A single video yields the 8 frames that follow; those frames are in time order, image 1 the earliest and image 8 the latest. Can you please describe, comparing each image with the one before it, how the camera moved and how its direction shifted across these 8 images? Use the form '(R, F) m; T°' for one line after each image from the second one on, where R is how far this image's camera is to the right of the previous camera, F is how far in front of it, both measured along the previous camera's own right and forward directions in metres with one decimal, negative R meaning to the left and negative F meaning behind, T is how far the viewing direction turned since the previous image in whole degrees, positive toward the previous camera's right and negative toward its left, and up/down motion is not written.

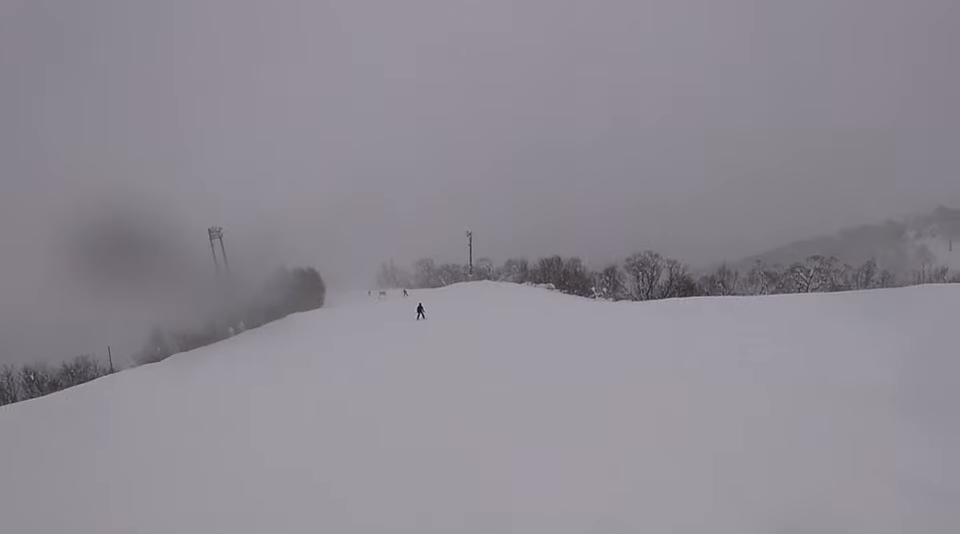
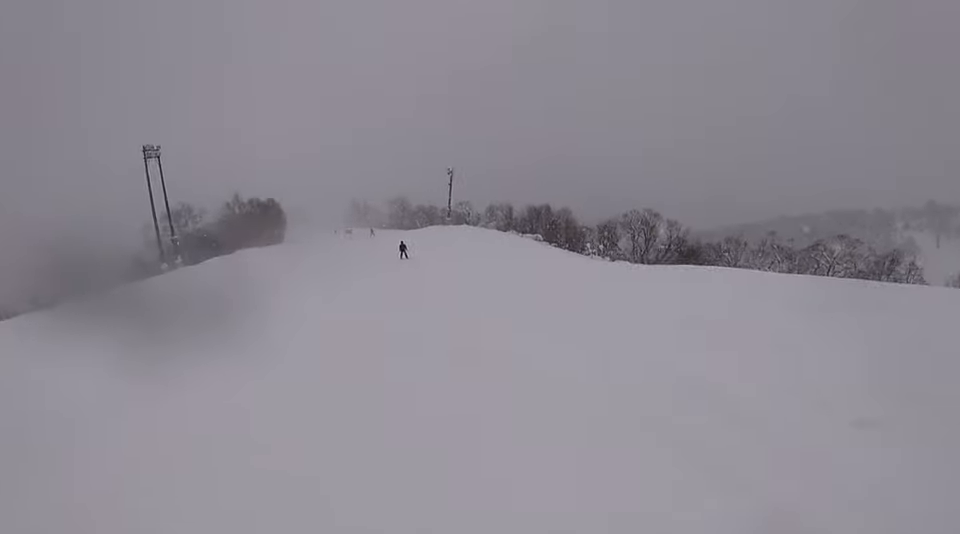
(+0.4, +8.0) m; -2°
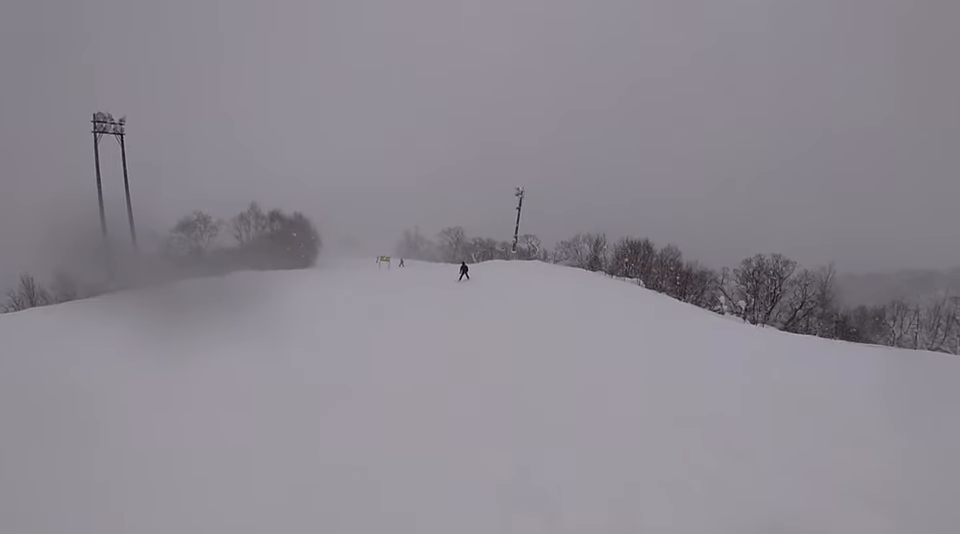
(-1.3, +17.5) m; -2°
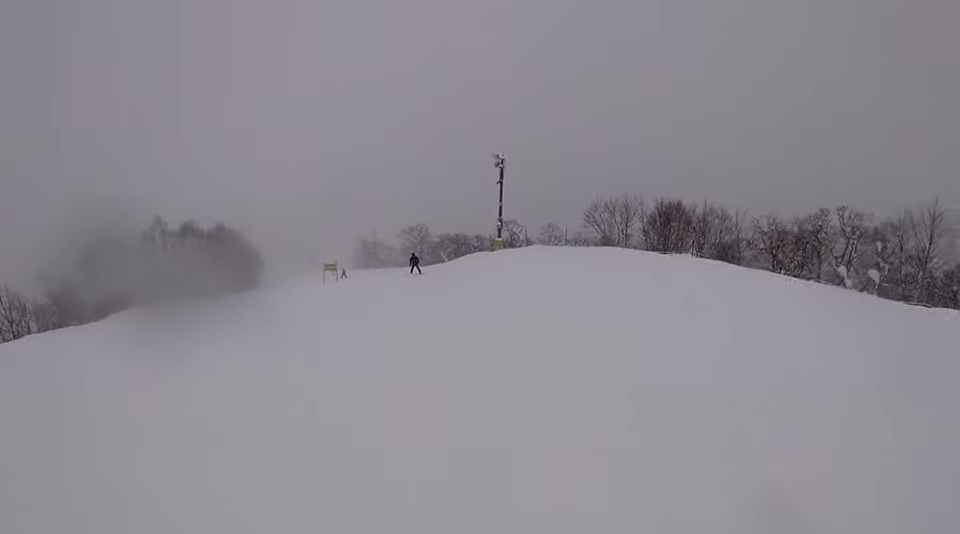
(+1.4, +14.3) m; +4°
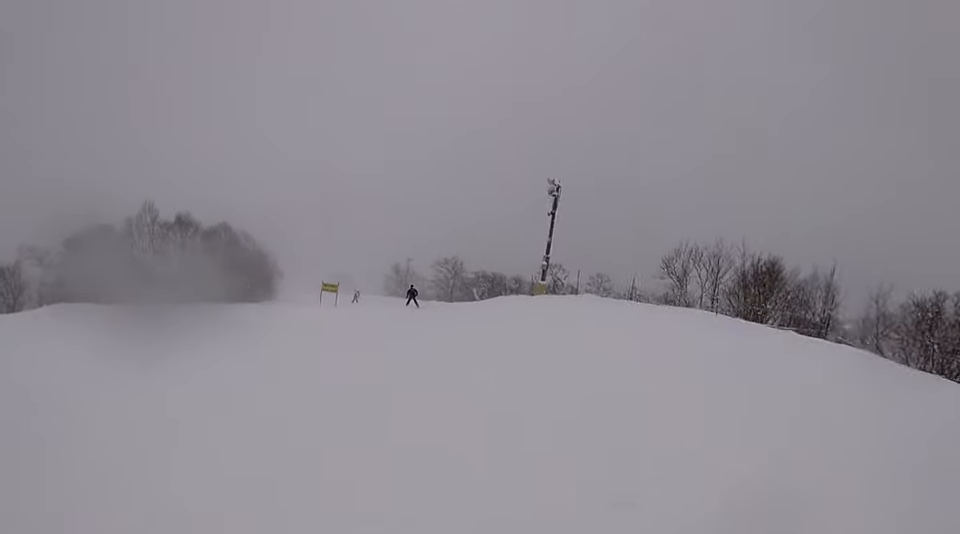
(-0.4, +9.0) m; -2°
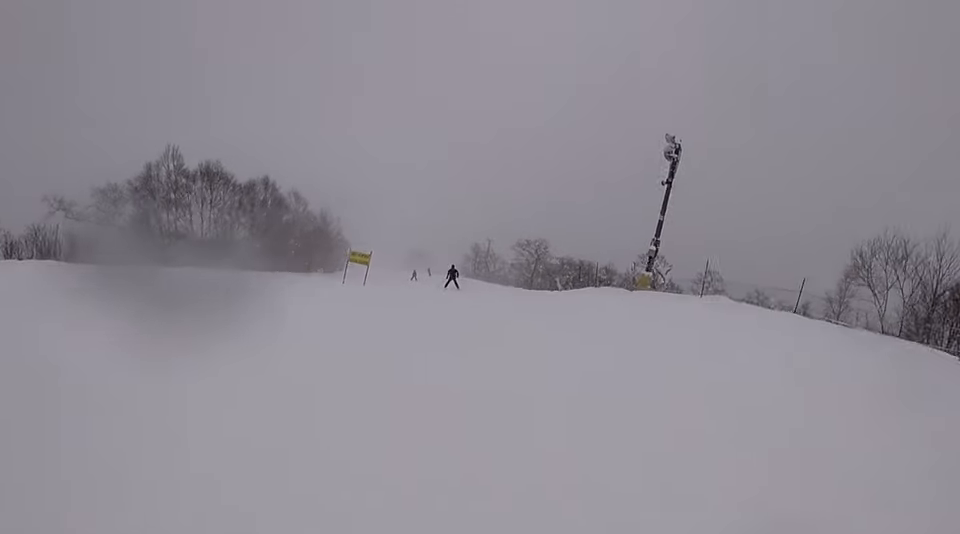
(-0.2, +9.3) m; -3°
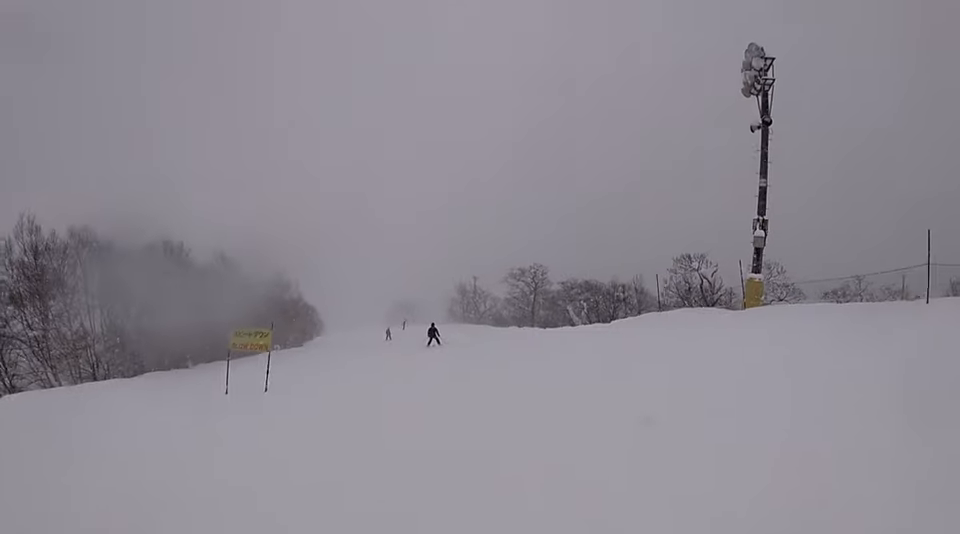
(-0.3, +13.5) m; -6°
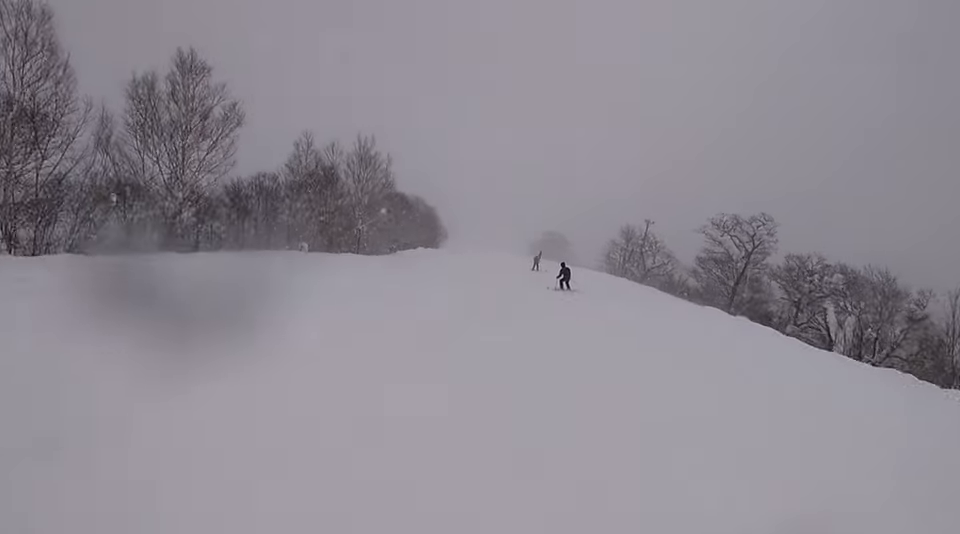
(-3.0, +22.3) m; -9°
